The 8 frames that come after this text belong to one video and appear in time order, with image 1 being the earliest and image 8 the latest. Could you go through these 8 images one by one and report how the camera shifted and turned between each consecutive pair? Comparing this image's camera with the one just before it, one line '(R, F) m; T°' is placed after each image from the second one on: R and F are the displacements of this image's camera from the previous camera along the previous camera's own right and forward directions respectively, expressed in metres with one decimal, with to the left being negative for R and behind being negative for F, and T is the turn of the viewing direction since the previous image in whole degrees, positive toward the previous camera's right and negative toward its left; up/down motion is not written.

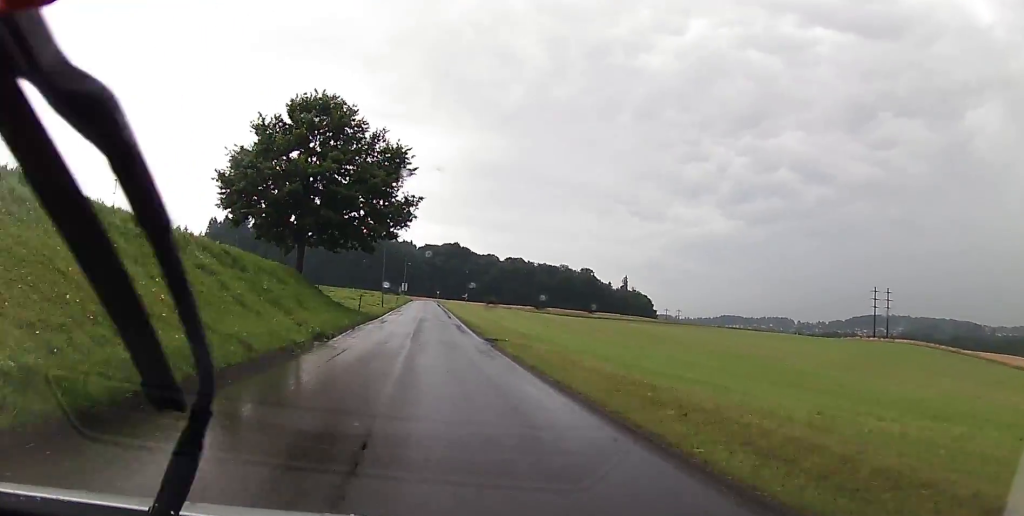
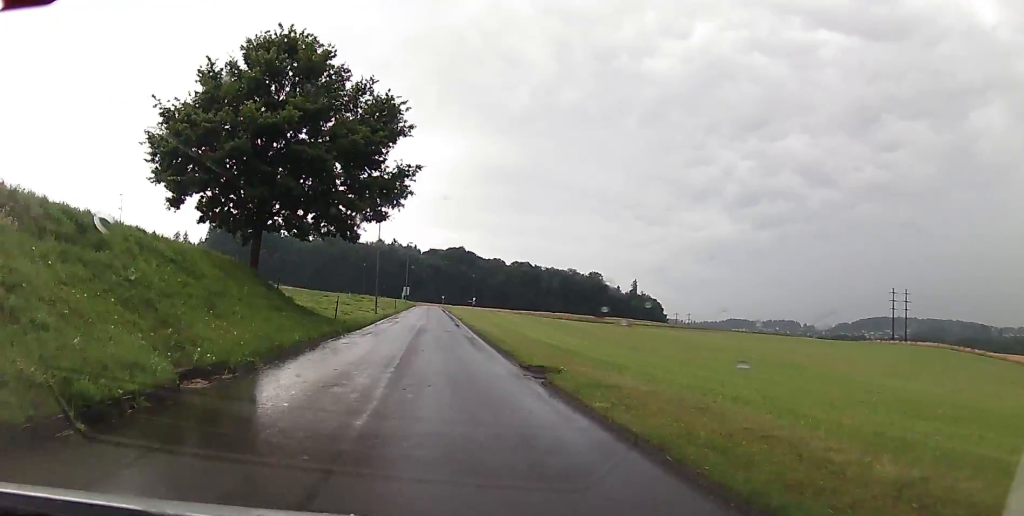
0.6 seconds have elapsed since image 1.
(0.0, +11.0) m; -1°
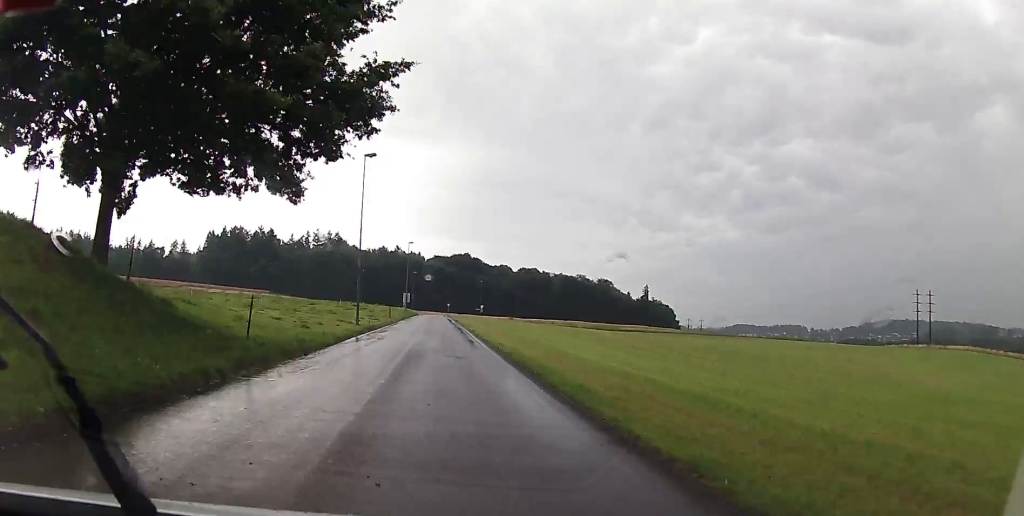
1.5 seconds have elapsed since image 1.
(-0.2, +14.6) m; -1°
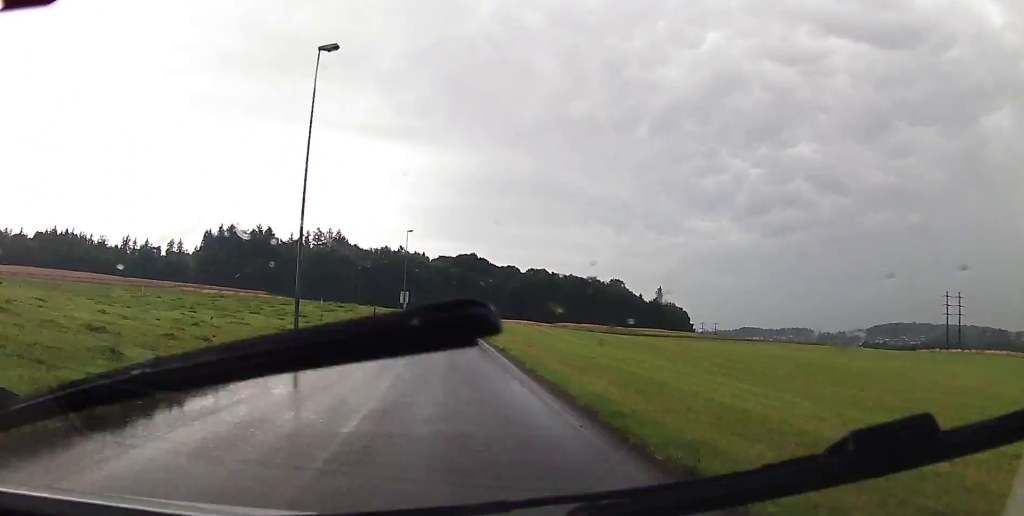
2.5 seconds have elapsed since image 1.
(-0.1, +17.7) m; 0°
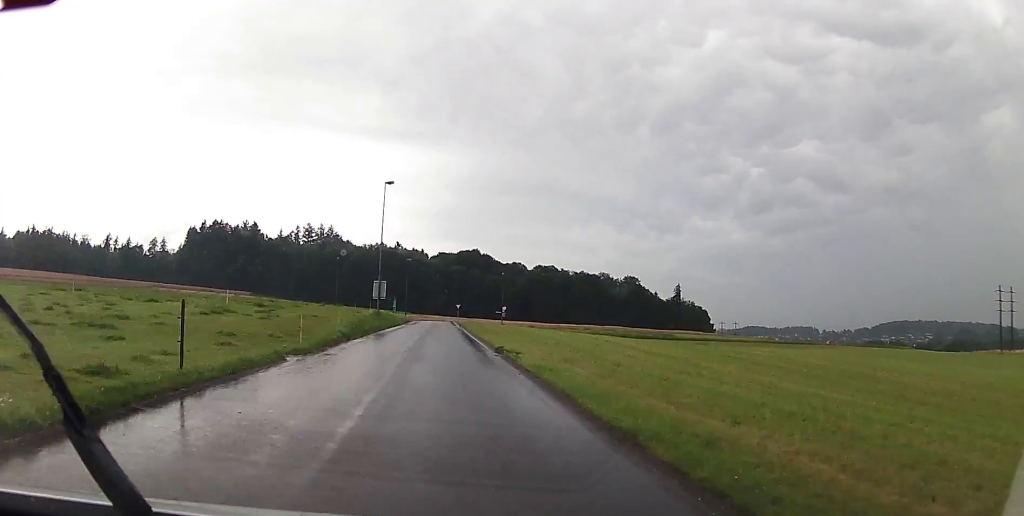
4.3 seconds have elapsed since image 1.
(-0.2, +32.7) m; -1°
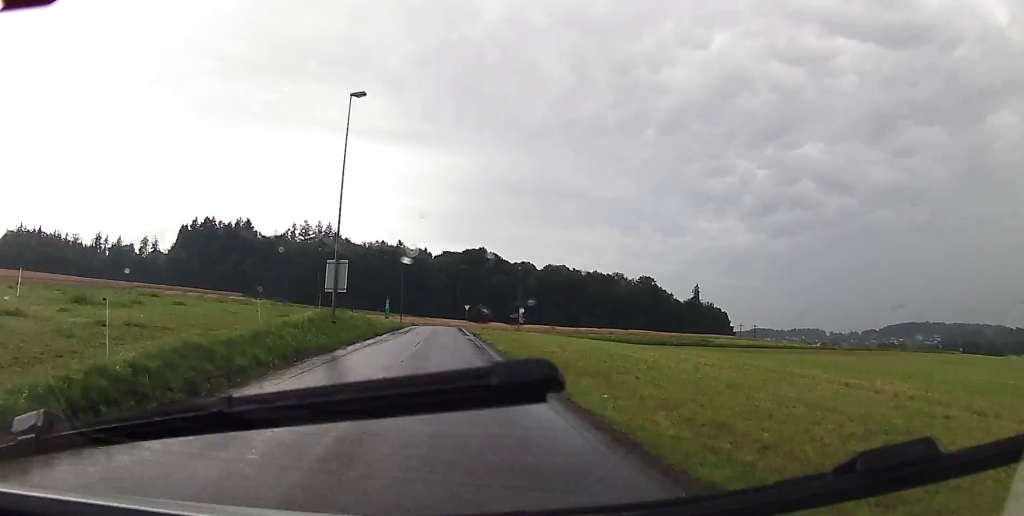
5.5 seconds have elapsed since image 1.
(-0.1, +22.2) m; 0°
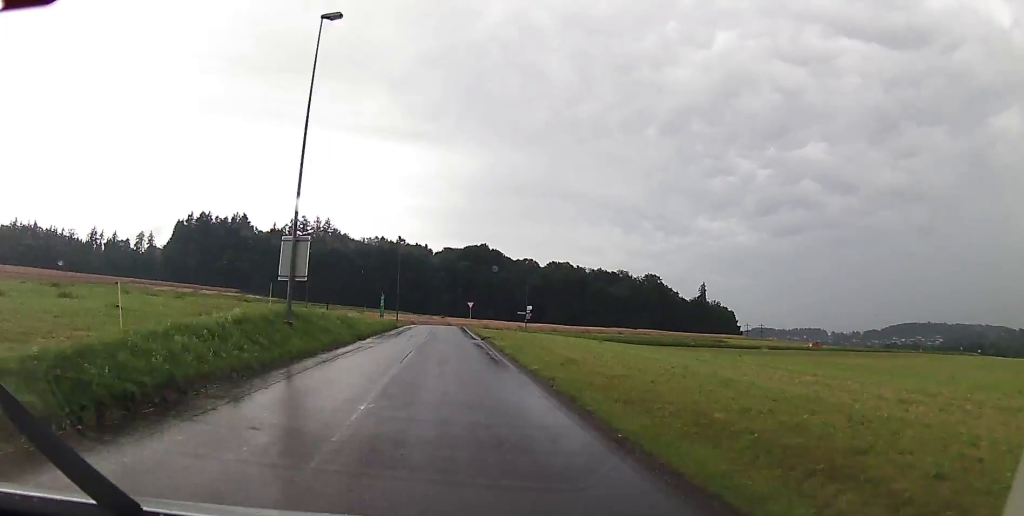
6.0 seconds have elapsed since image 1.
(0.0, +8.4) m; 0°
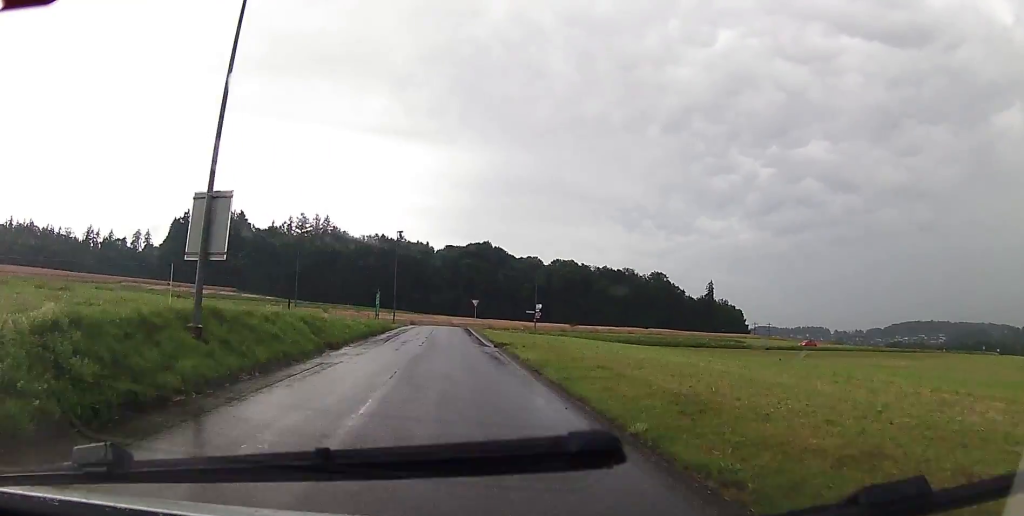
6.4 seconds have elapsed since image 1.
(0.0, +7.8) m; 0°
